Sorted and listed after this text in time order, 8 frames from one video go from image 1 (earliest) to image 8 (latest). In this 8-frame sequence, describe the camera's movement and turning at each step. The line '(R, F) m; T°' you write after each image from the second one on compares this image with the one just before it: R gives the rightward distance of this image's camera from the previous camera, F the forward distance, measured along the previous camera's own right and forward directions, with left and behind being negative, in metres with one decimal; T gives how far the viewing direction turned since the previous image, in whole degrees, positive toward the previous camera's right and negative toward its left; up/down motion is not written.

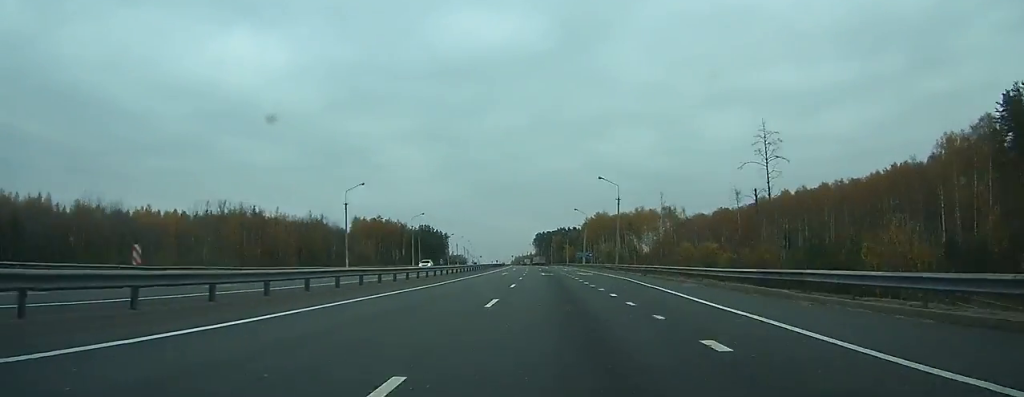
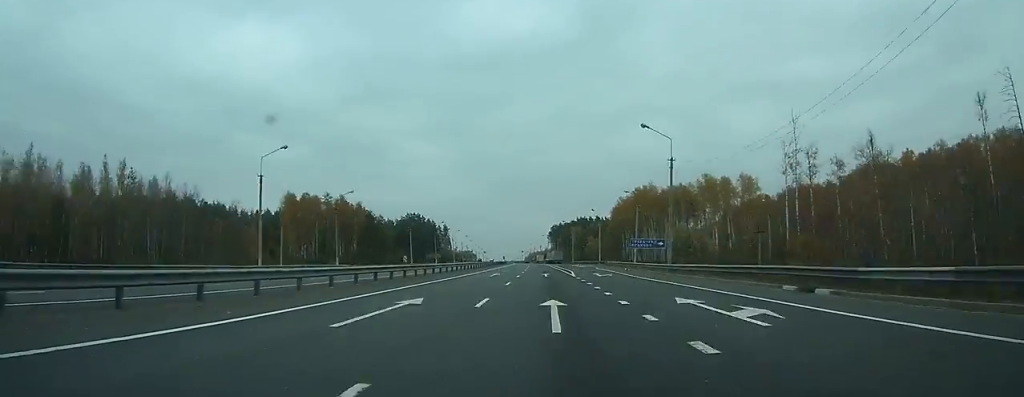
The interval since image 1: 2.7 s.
(-0.8, +77.3) m; -1°
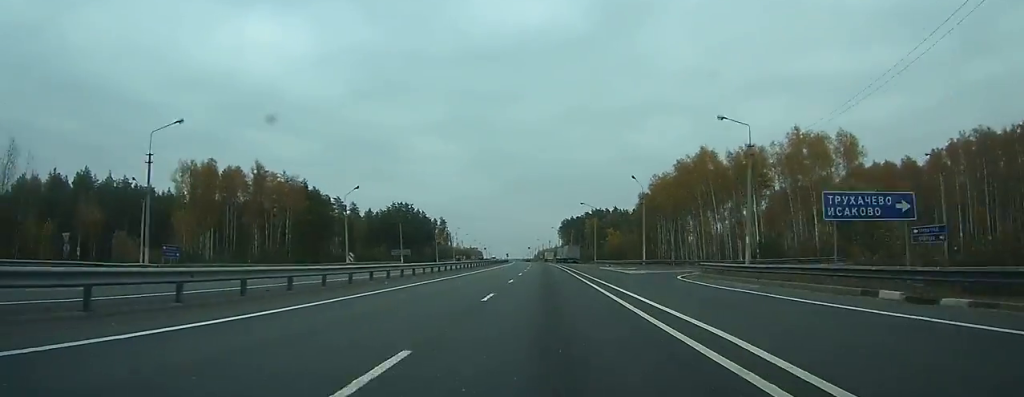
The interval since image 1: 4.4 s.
(-0.4, +47.4) m; -1°
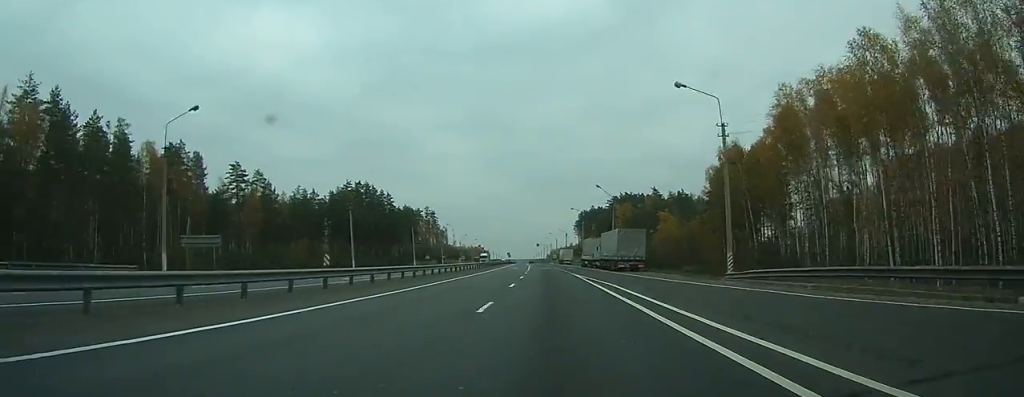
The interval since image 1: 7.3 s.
(-1.1, +73.8) m; -2°
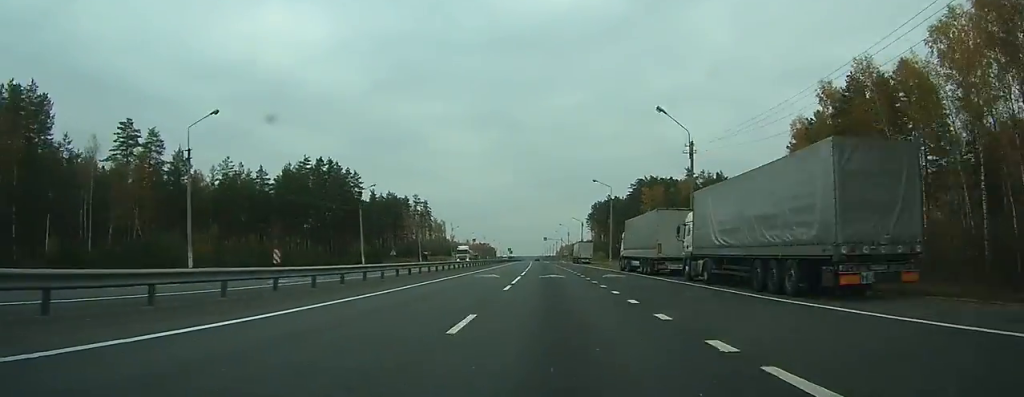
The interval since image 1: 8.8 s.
(-0.3, +38.6) m; -1°
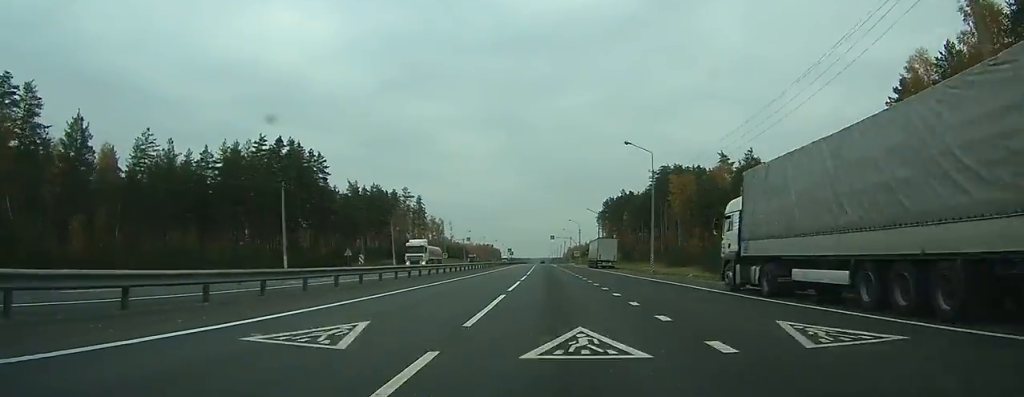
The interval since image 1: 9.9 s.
(-0.1, +28.1) m; 0°
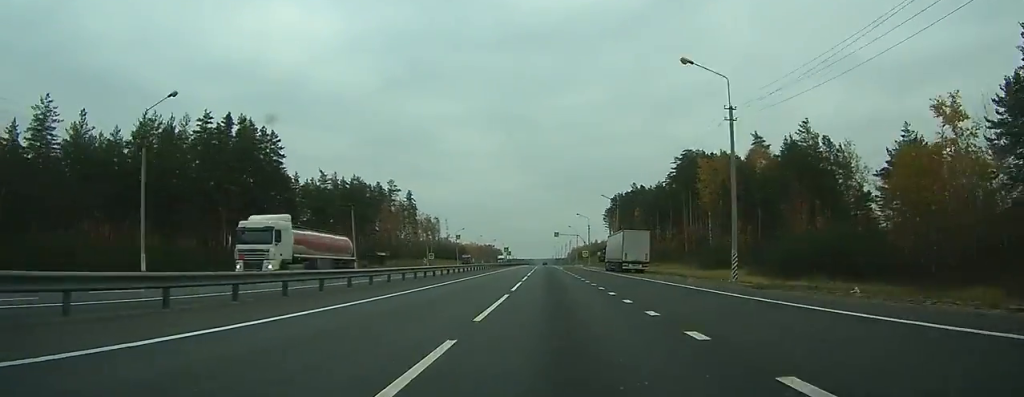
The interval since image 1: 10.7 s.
(-0.1, +23.7) m; 0°
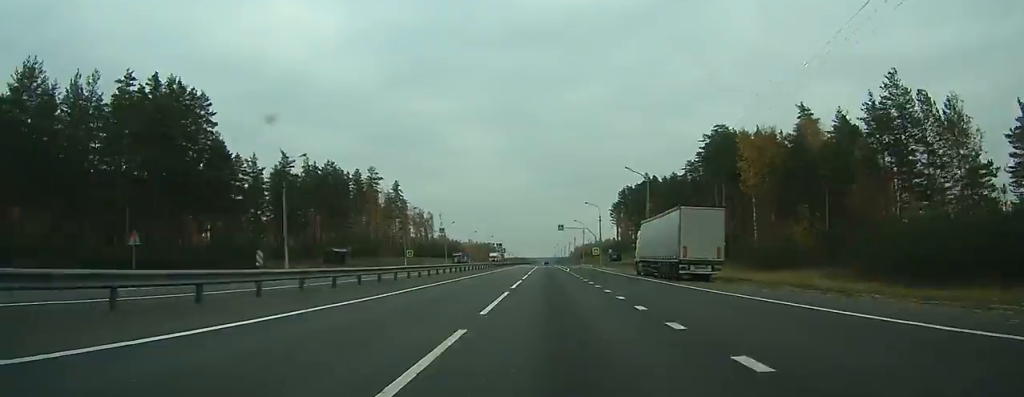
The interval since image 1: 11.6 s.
(0.0, +23.7) m; 0°
